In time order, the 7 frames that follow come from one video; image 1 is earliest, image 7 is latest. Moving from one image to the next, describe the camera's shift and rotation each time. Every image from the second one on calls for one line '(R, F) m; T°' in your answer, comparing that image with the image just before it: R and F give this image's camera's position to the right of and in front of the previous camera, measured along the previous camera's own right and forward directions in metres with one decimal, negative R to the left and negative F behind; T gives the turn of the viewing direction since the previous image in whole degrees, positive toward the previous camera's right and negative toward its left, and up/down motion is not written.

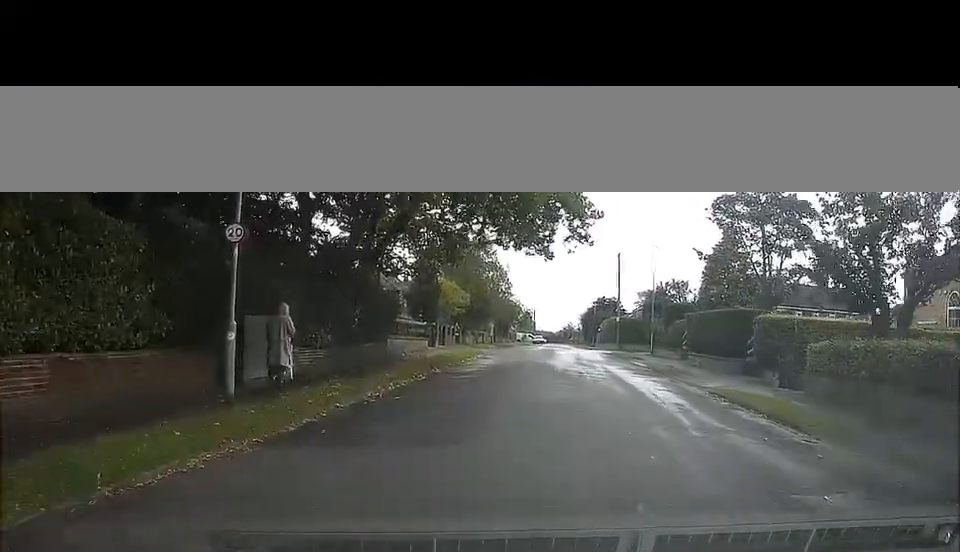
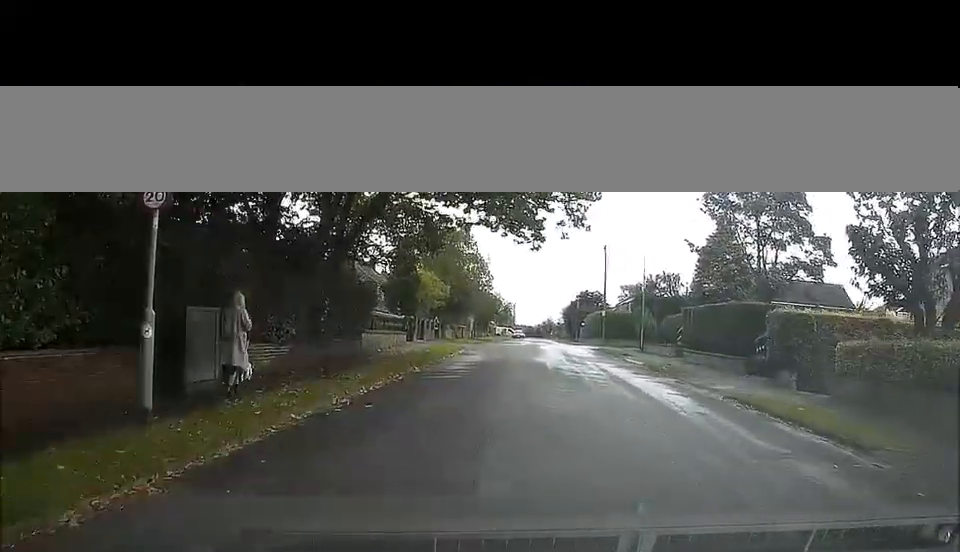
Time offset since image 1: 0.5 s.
(-0.1, +1.8) m; 0°
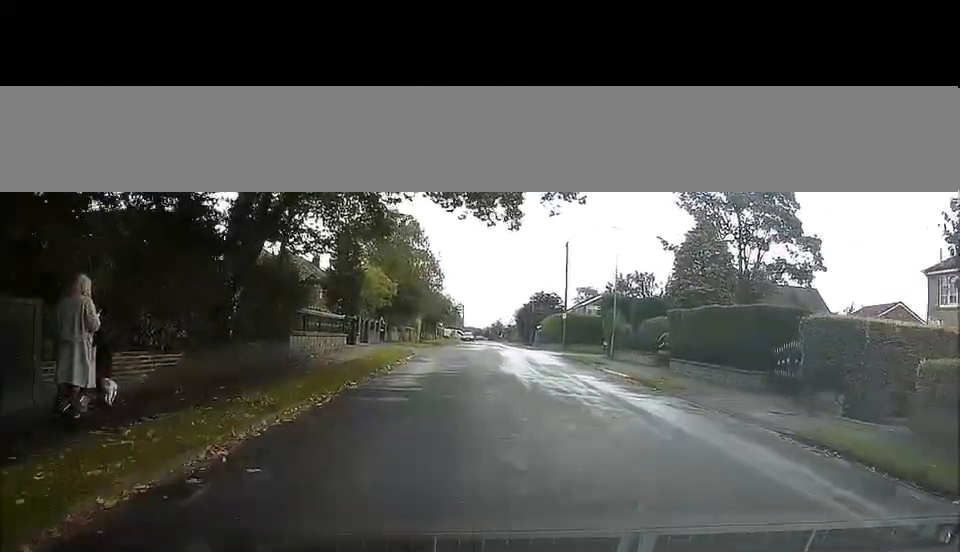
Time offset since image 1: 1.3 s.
(+0.1, +4.0) m; +4°
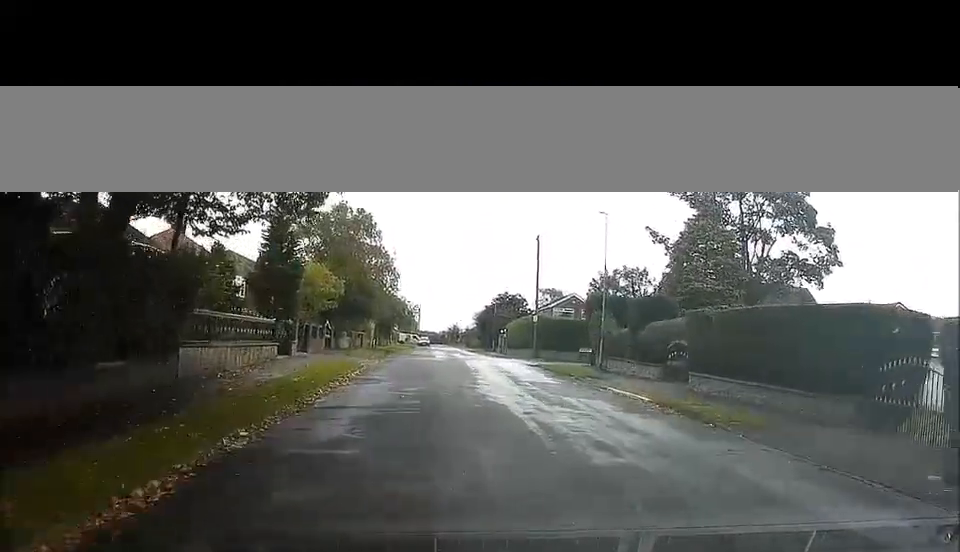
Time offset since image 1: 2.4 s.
(+0.3, +6.9) m; +4°
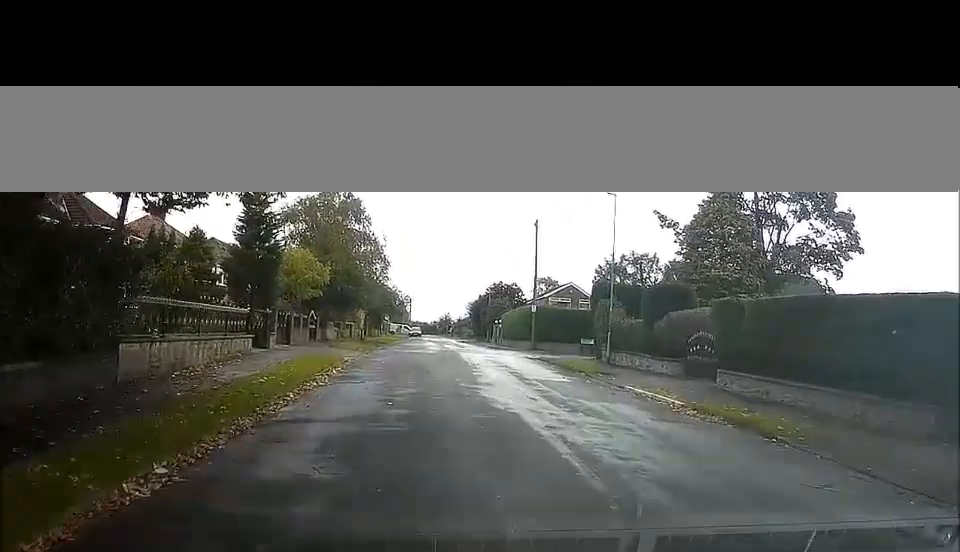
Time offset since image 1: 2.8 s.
(0.0, +3.1) m; +1°
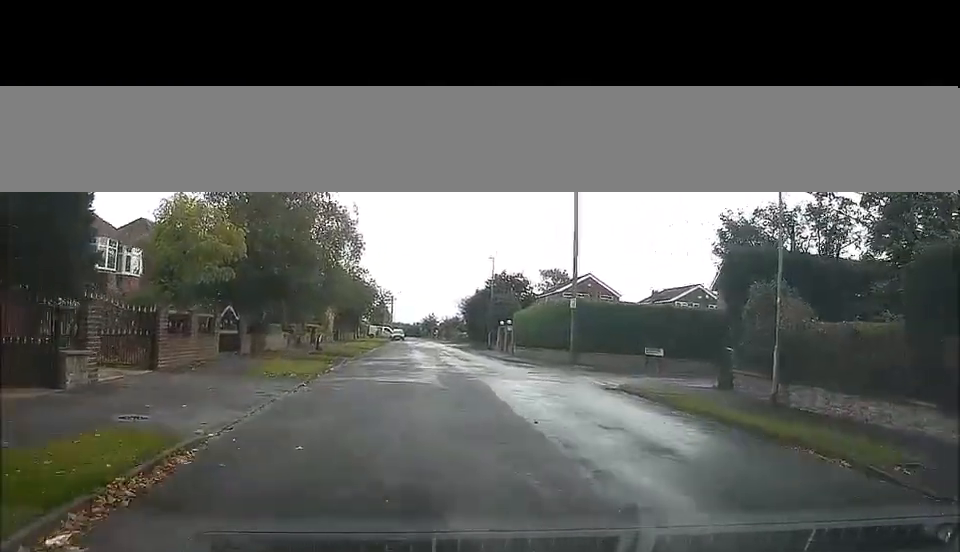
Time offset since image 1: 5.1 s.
(+0.4, +16.5) m; +5°
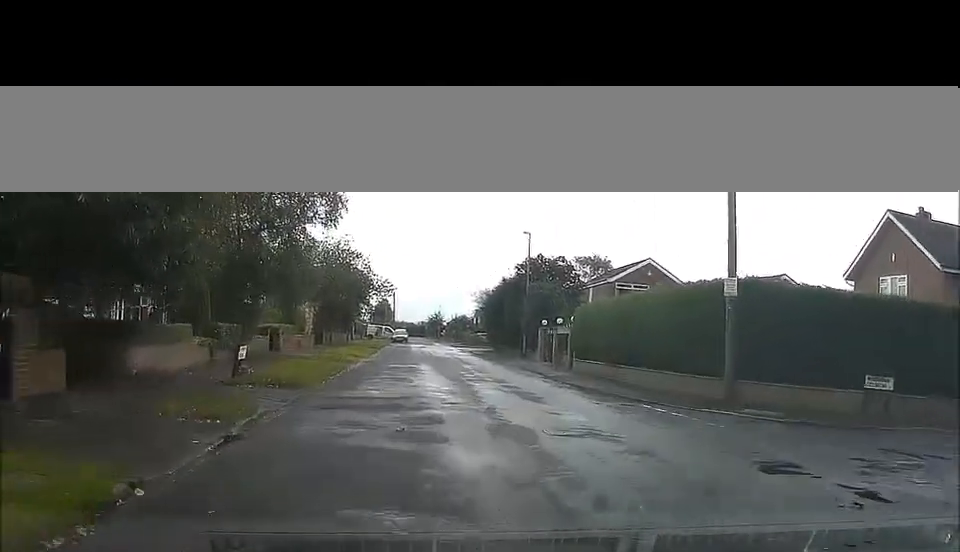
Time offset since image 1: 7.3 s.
(+0.7, +17.5) m; +2°
